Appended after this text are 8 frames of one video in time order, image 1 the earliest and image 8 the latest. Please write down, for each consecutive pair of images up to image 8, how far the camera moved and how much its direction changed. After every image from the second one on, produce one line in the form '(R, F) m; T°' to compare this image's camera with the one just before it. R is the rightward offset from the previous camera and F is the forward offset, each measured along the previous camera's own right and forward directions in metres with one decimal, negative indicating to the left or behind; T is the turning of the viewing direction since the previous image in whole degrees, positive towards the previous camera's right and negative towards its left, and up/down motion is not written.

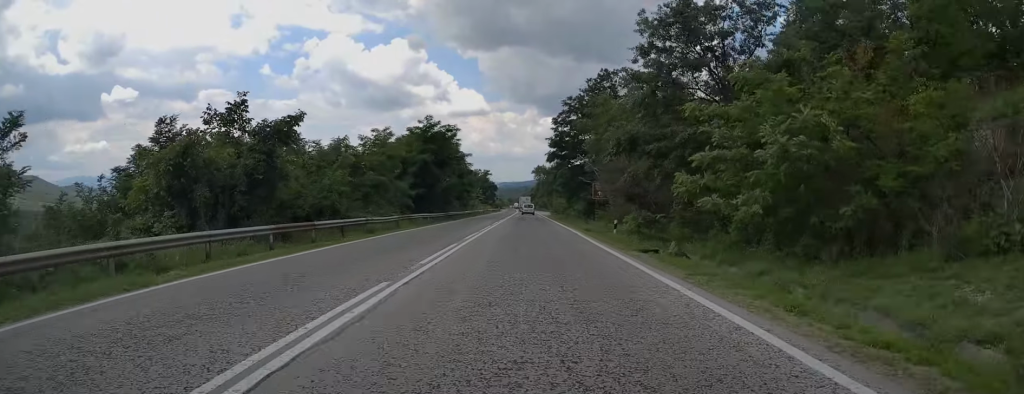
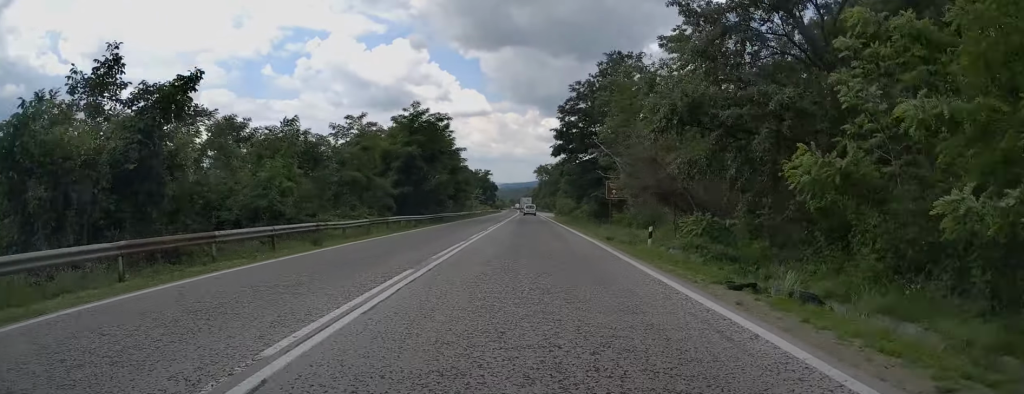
(+0.1, +7.3) m; +1°
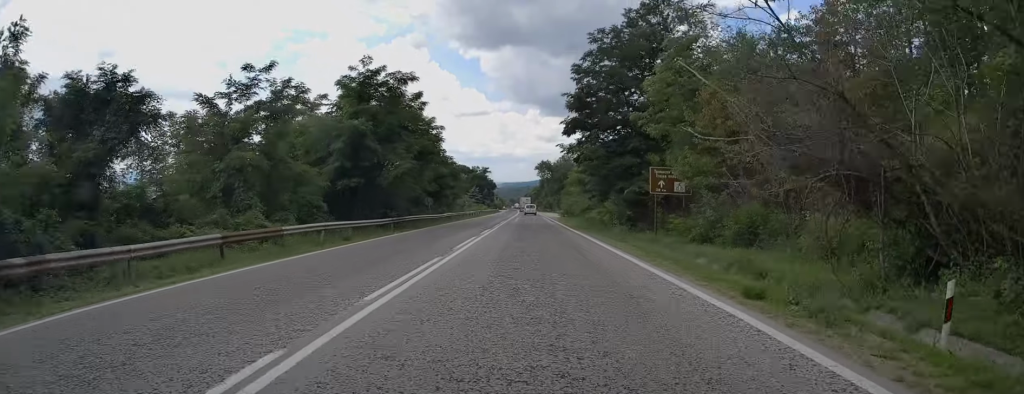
(+0.1, +14.5) m; 0°
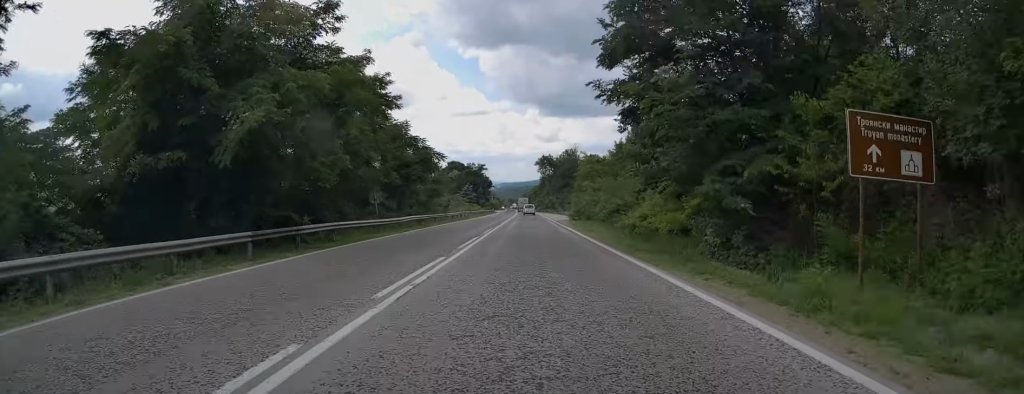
(0.0, +17.6) m; 0°
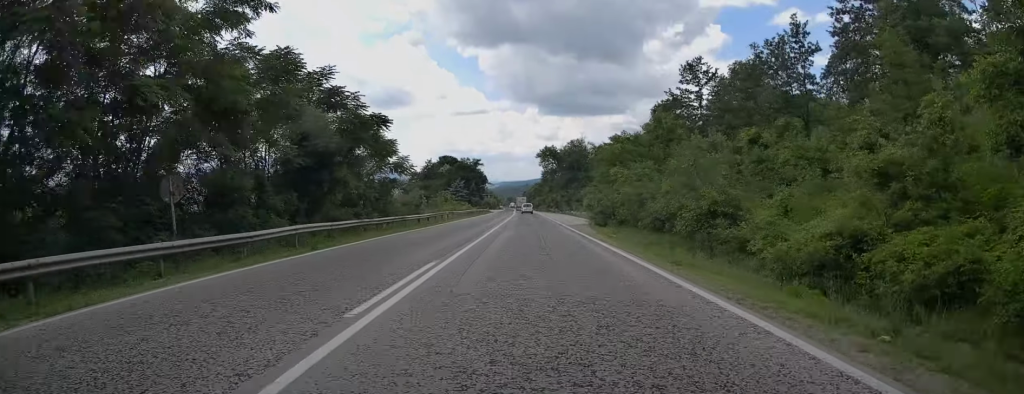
(0.0, +19.4) m; 0°
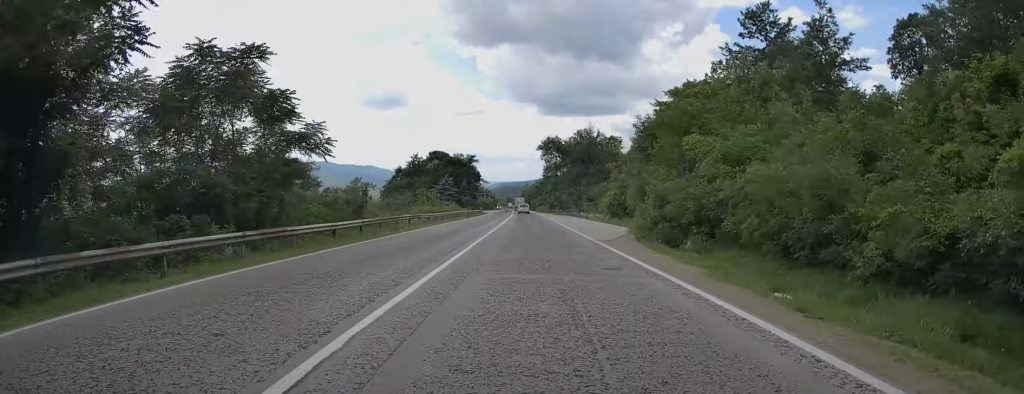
(0.0, +18.8) m; -1°
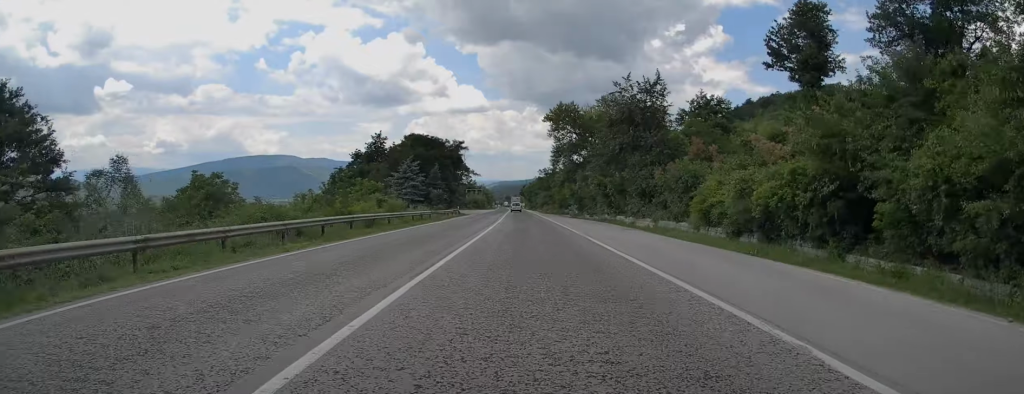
(-0.5, +35.5) m; -1°
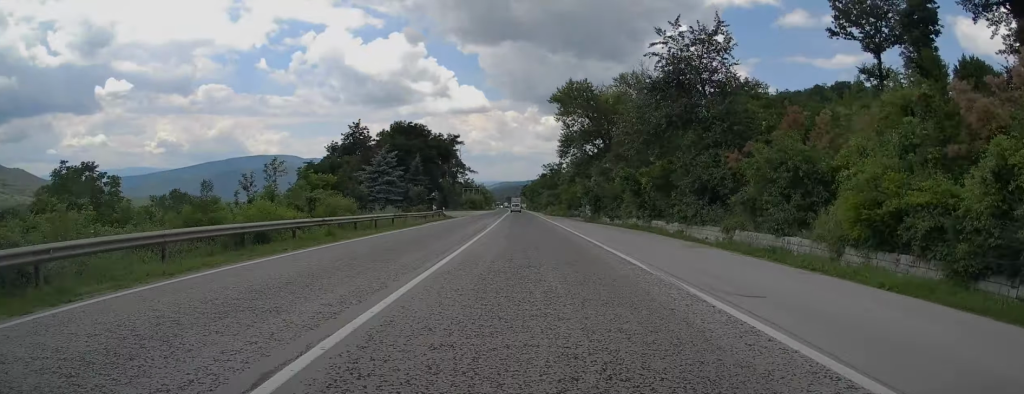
(+0.1, +14.1) m; 0°
